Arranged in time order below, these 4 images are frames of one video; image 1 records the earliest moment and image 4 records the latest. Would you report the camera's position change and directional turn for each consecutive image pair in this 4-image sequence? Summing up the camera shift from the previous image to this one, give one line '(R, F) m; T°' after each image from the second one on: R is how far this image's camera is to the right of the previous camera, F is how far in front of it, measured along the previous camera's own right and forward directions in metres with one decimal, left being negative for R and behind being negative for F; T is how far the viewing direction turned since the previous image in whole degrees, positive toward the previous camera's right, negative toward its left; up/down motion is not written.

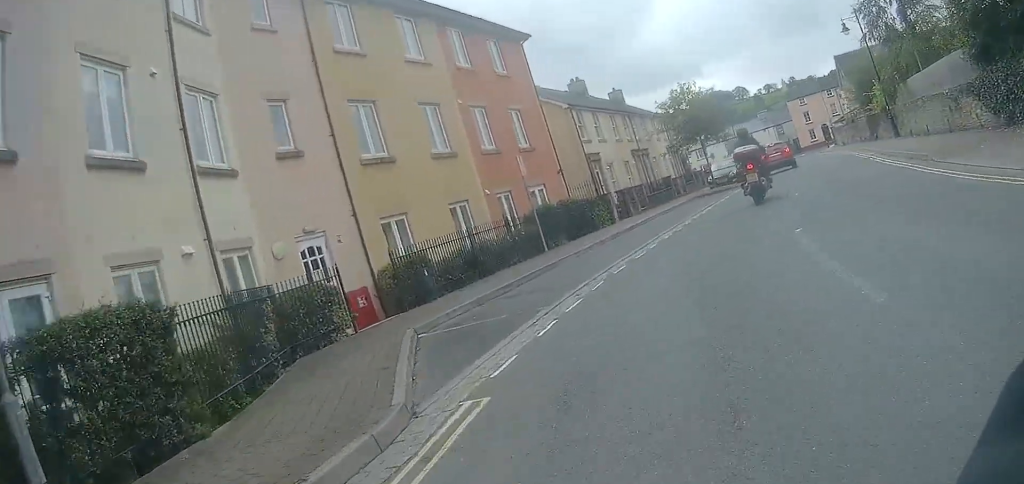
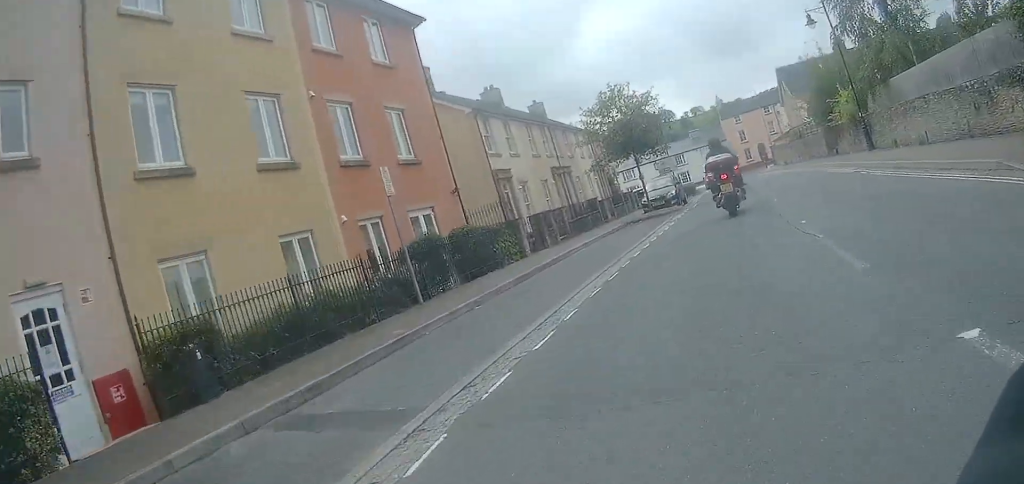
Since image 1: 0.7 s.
(+0.4, +5.4) m; +4°
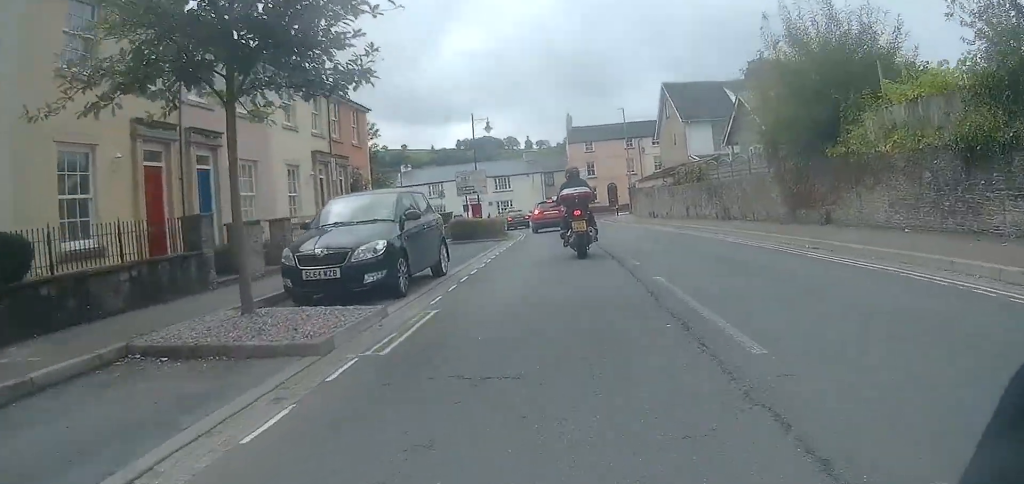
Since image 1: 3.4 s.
(+1.4, +19.8) m; +14°
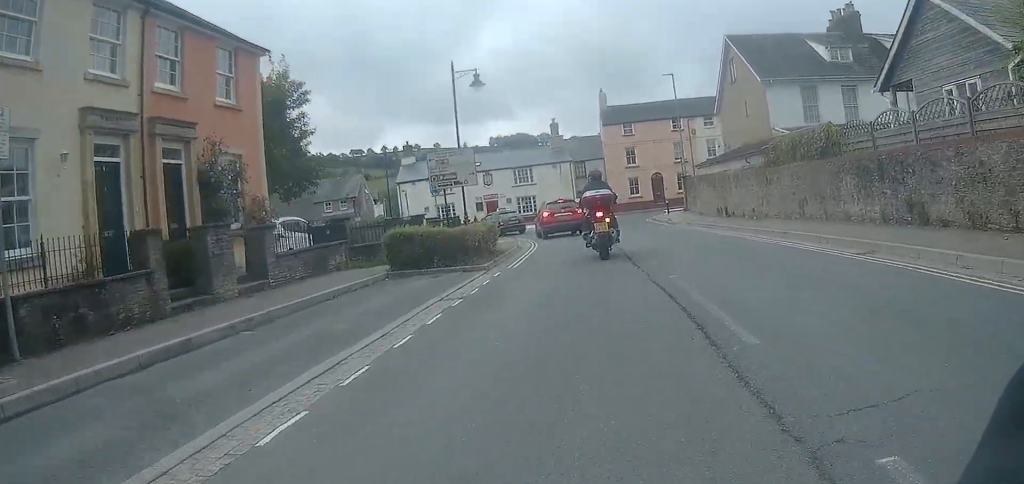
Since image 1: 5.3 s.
(-0.1, +11.8) m; -5°
